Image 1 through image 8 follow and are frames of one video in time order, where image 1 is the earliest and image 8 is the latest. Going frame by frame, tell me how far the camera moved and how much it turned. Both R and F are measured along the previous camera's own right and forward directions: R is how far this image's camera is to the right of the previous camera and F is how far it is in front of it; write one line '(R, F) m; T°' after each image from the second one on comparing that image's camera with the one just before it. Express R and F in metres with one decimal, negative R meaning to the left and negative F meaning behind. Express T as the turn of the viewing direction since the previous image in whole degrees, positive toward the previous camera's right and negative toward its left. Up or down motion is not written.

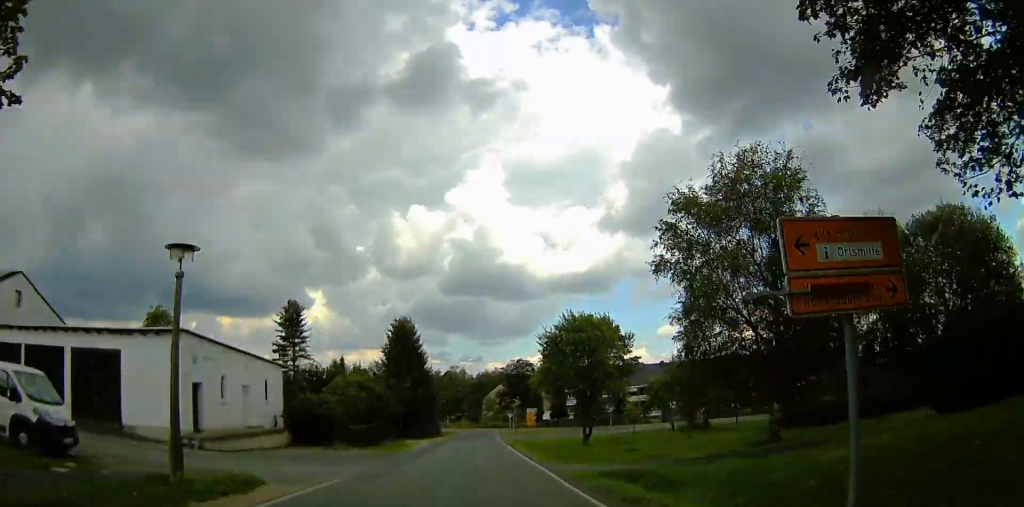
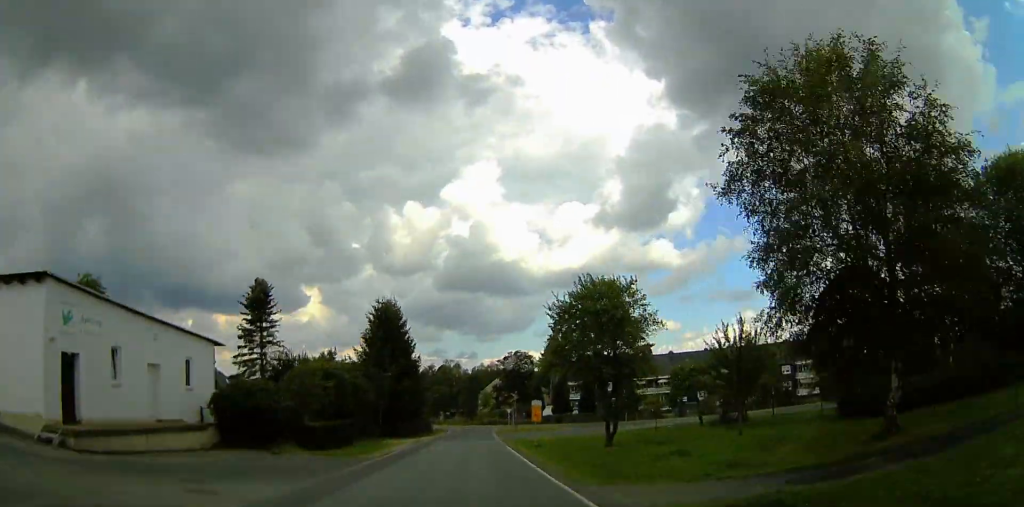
(+0.8, +8.4) m; -7°
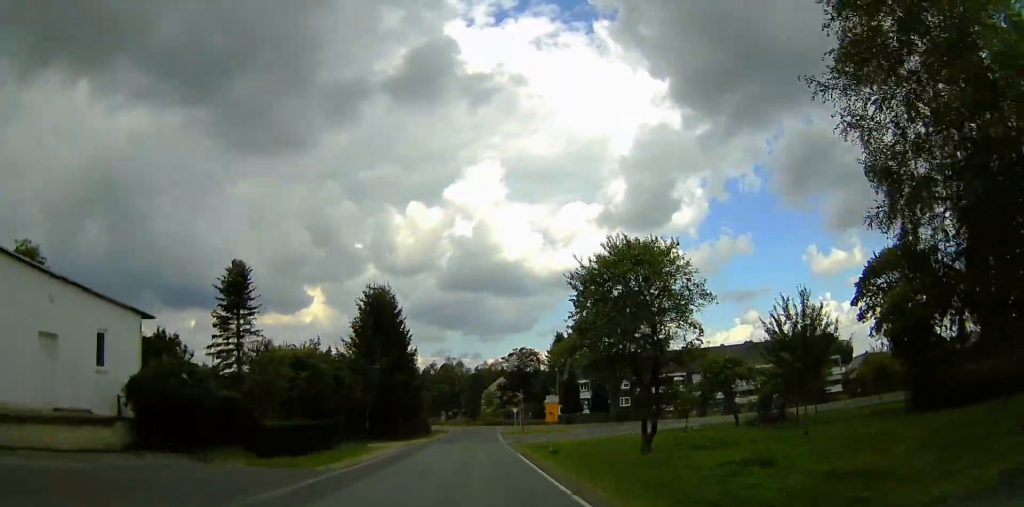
(-1.1, +6.4) m; -5°
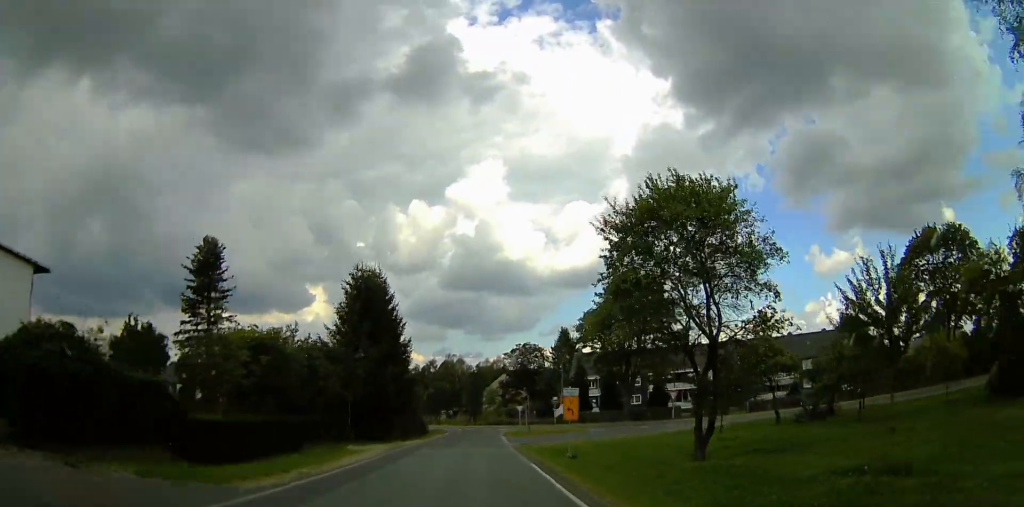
(-0.7, +6.2) m; -3°
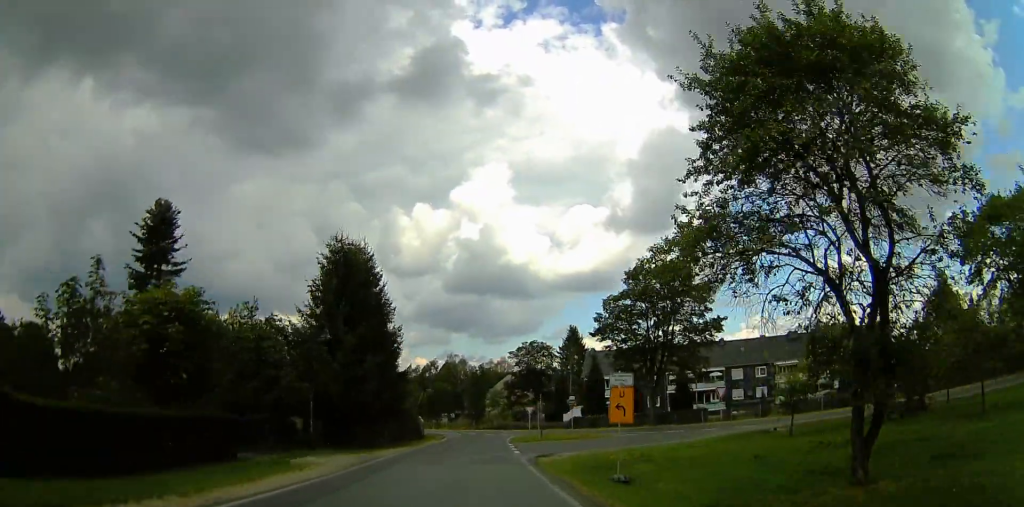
(+0.5, +8.3) m; +7°
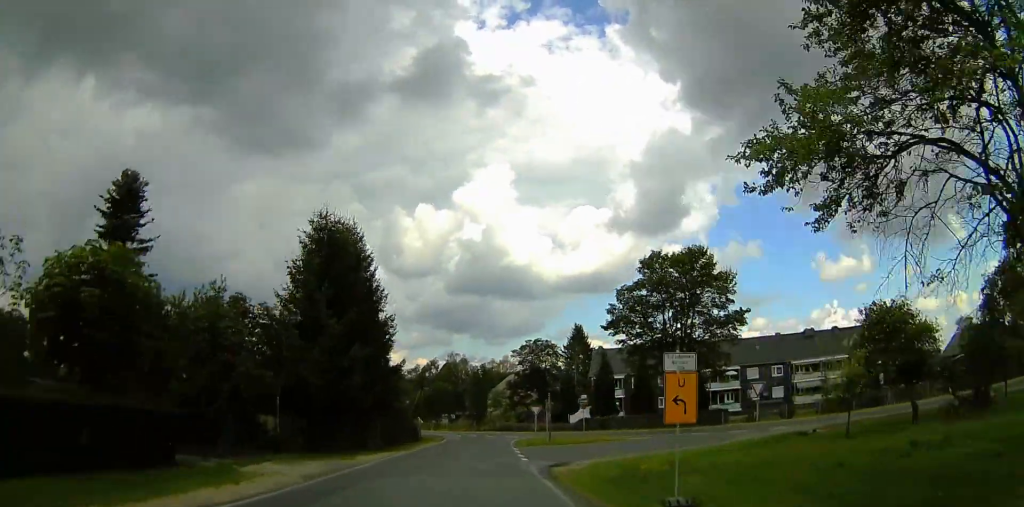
(+0.2, +4.6) m; +4°
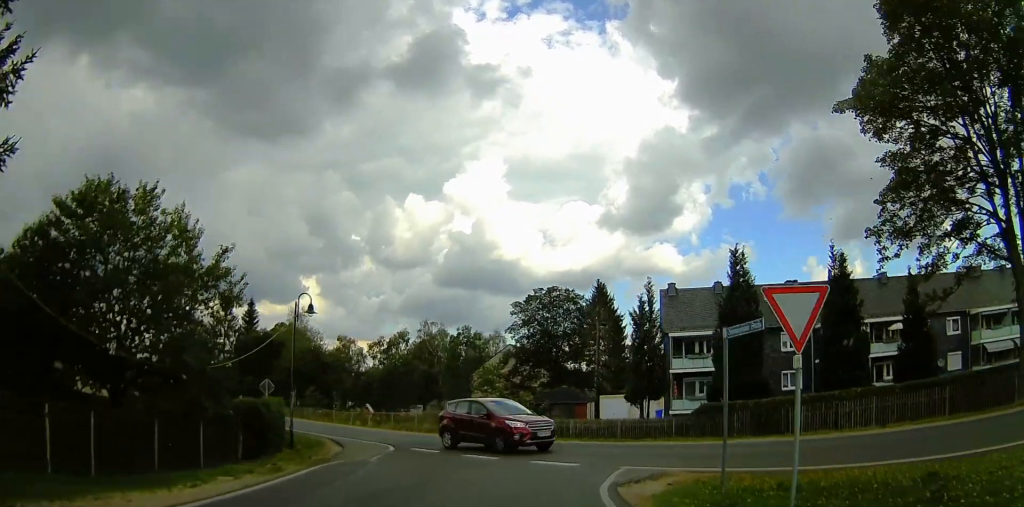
(+0.1, +34.4) m; -7°
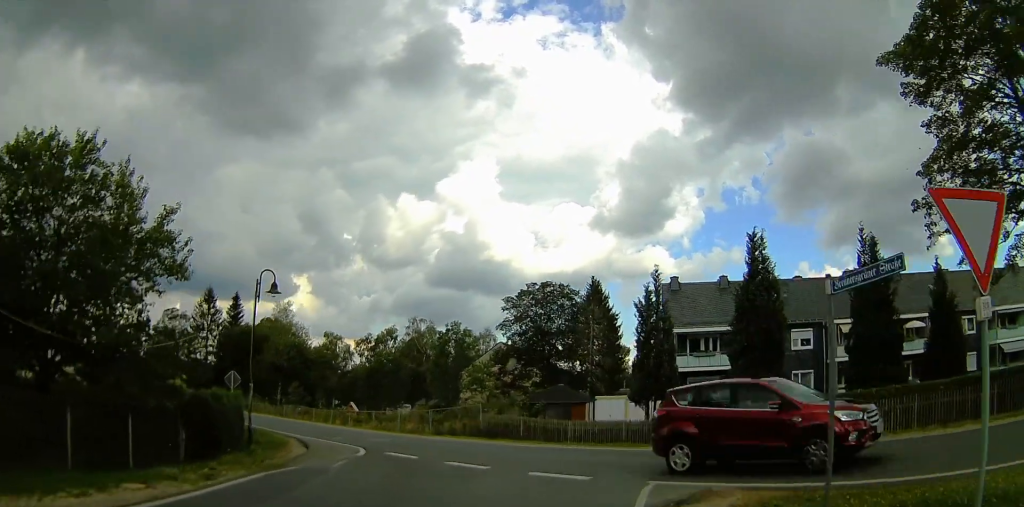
(0.0, +2.5) m; 0°
